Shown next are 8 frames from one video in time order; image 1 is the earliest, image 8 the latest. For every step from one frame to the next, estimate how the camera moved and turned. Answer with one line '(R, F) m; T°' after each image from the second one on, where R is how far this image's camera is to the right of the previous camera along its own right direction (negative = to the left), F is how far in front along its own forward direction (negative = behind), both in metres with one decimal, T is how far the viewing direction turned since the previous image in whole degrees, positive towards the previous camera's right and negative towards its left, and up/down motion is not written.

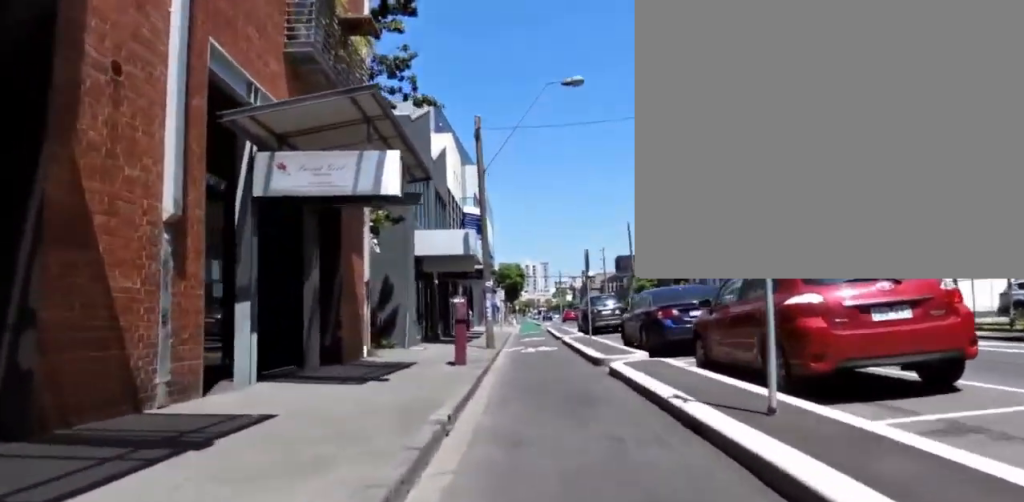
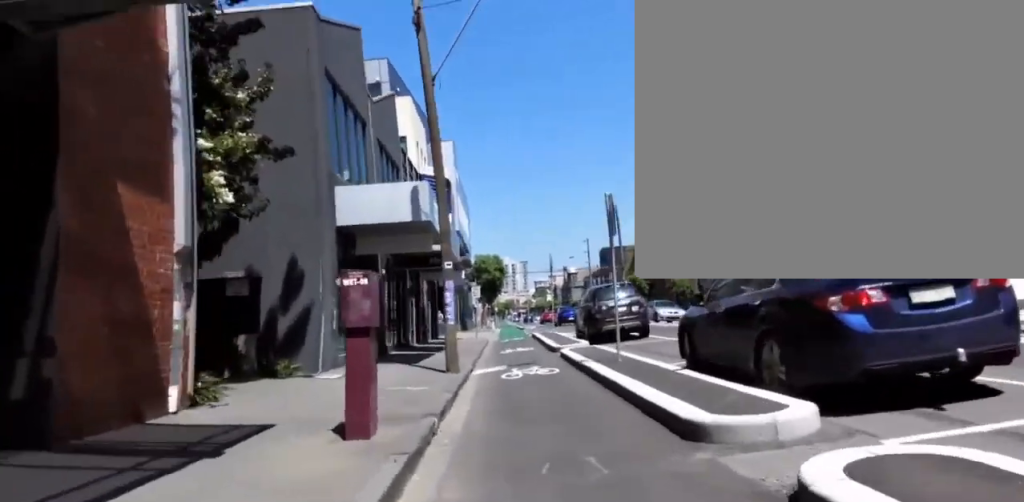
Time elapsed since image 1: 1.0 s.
(-0.8, +6.7) m; -7°
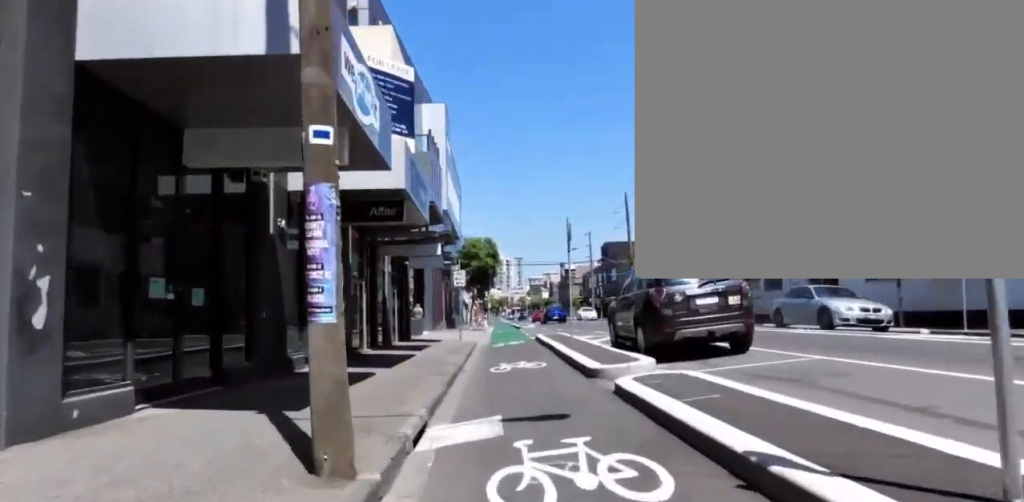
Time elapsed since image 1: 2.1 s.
(-0.2, +8.0) m; -1°
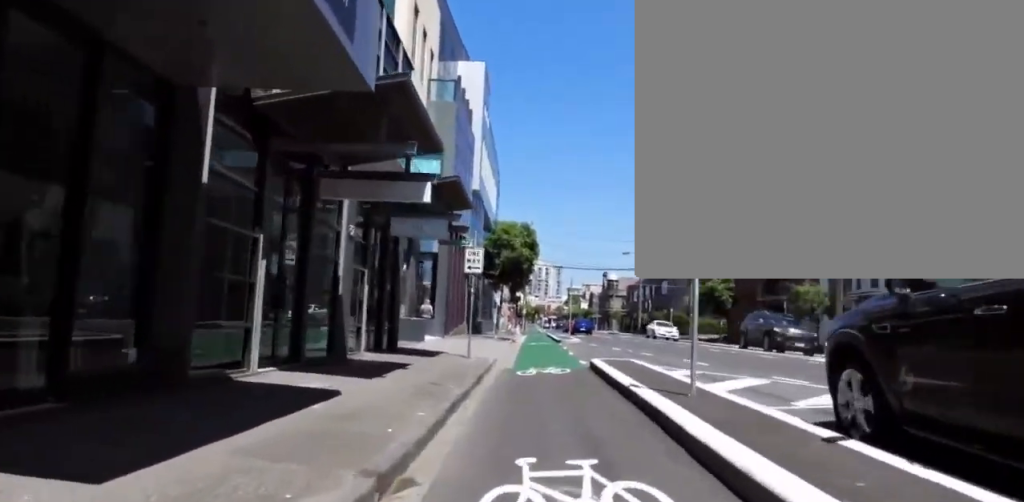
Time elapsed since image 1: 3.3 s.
(-0.1, +9.1) m; -1°
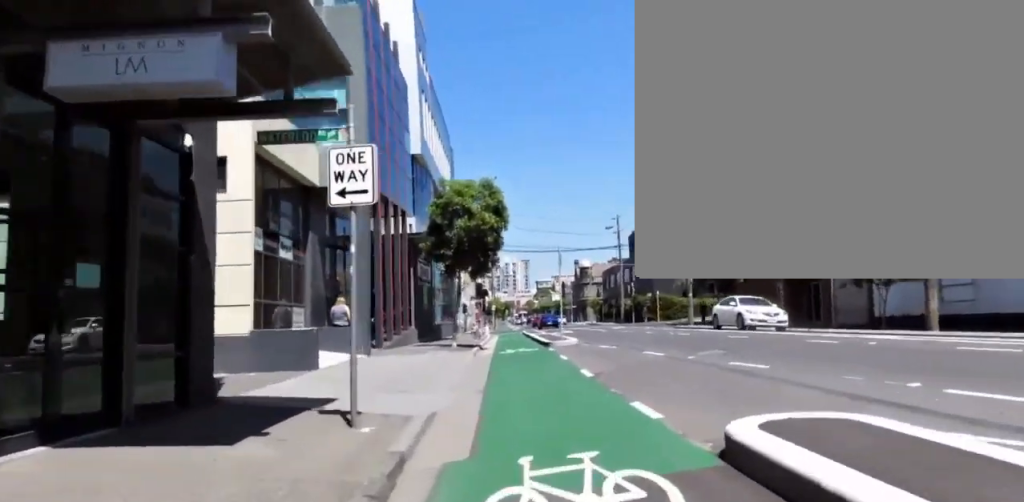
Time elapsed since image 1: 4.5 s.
(+0.2, +9.3) m; +4°
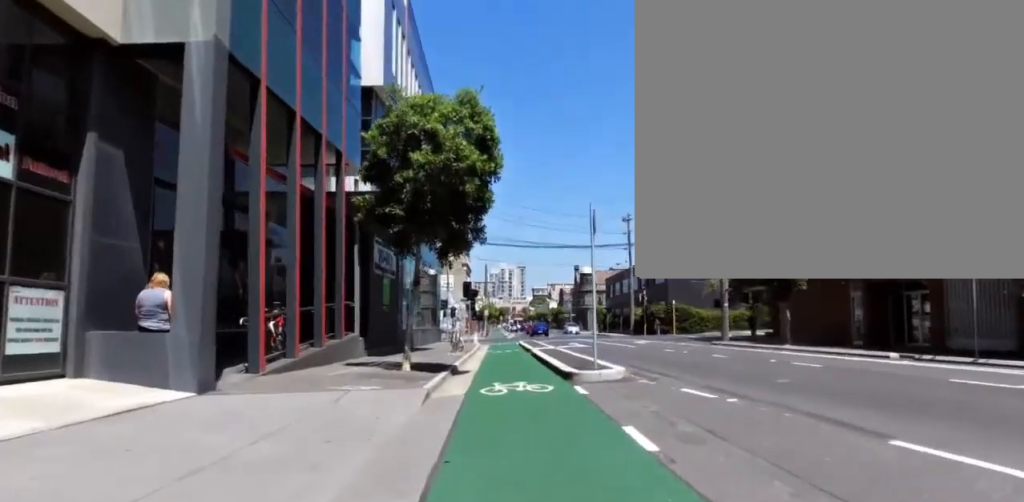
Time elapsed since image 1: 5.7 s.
(0.0, +8.1) m; +1°
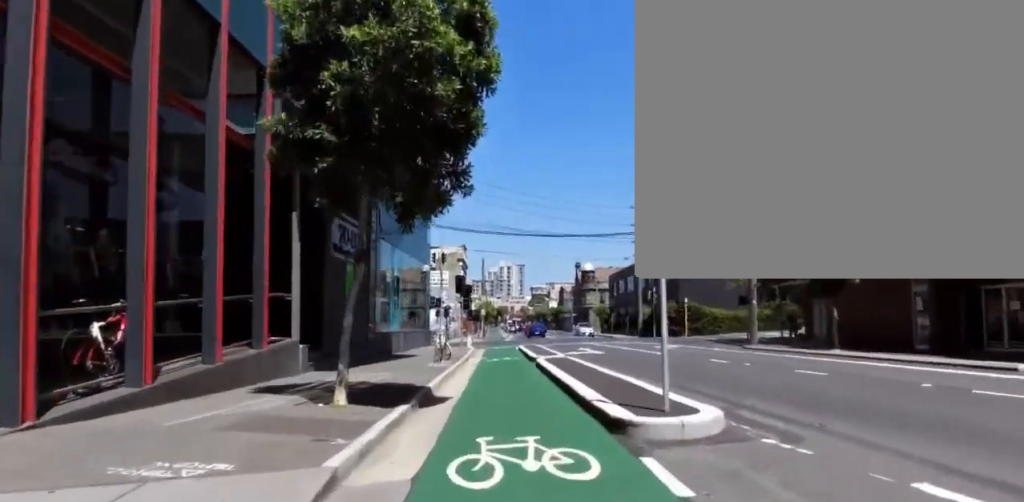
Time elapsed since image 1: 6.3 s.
(-0.2, +4.0) m; +2°
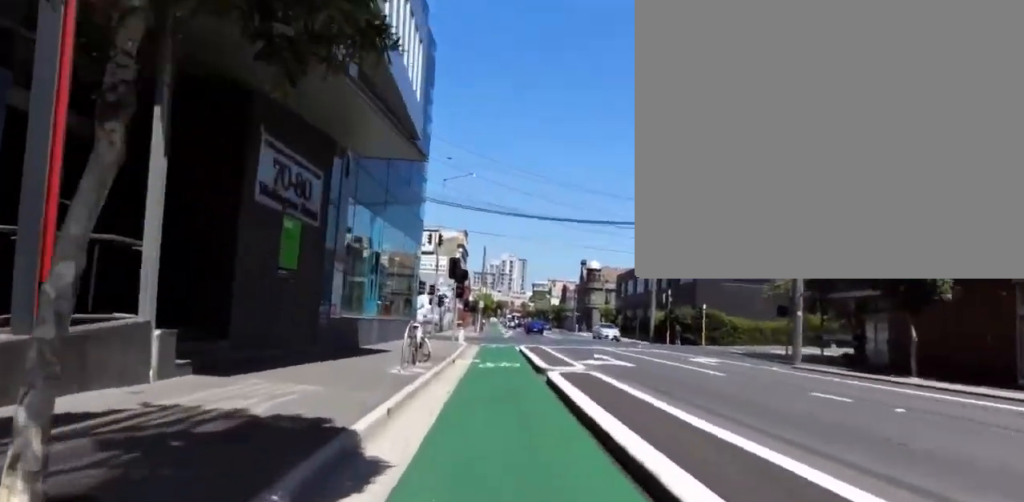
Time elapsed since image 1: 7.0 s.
(+0.6, +4.0) m; +4°
